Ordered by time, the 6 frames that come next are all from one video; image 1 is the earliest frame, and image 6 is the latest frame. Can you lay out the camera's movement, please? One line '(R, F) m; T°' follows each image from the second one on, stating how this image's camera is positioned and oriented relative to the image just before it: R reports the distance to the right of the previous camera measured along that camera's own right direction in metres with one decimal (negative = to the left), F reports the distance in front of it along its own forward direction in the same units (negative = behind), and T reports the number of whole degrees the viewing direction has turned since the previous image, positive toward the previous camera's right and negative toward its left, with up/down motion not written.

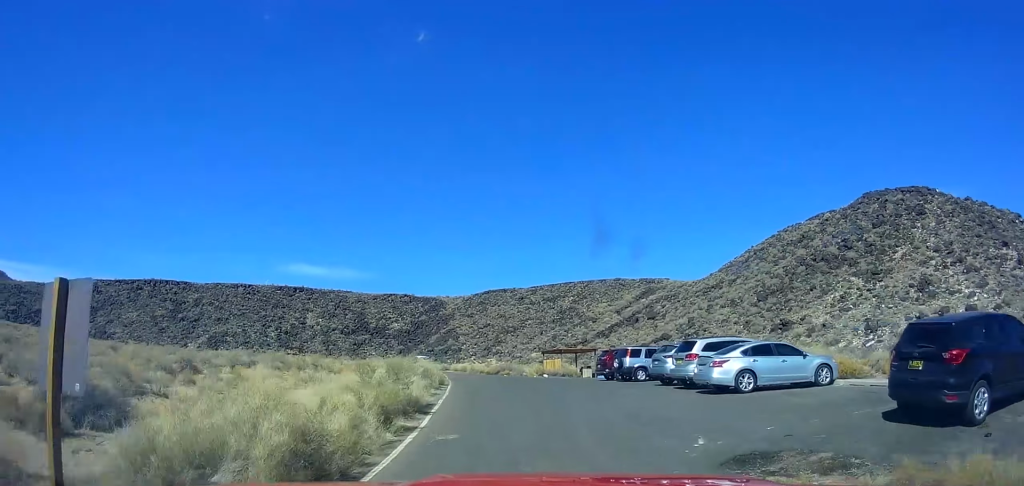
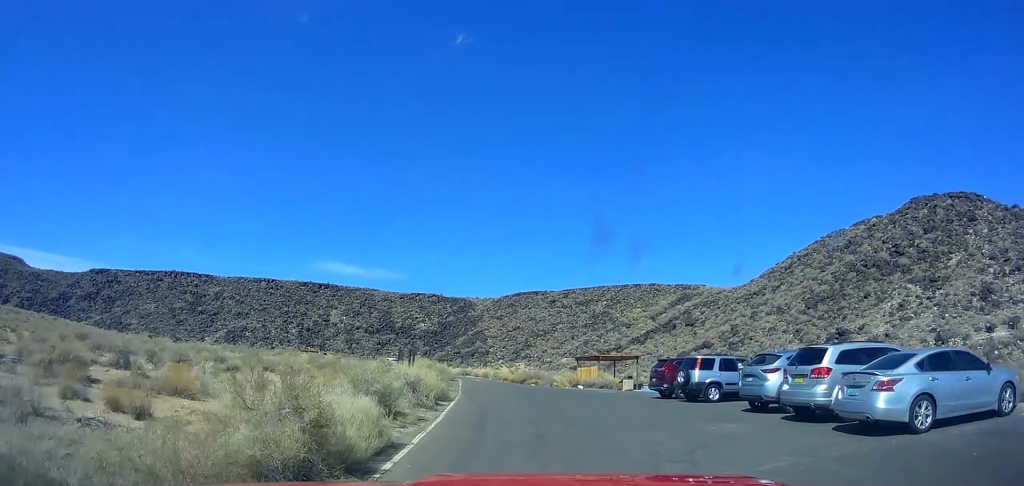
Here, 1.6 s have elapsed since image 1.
(-0.4, +7.3) m; -4°
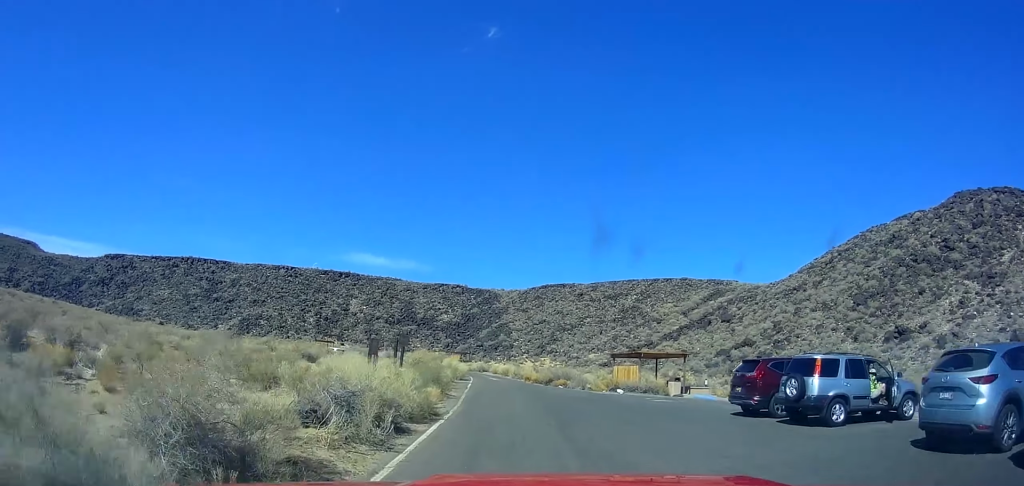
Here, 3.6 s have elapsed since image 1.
(-0.3, +7.7) m; -4°
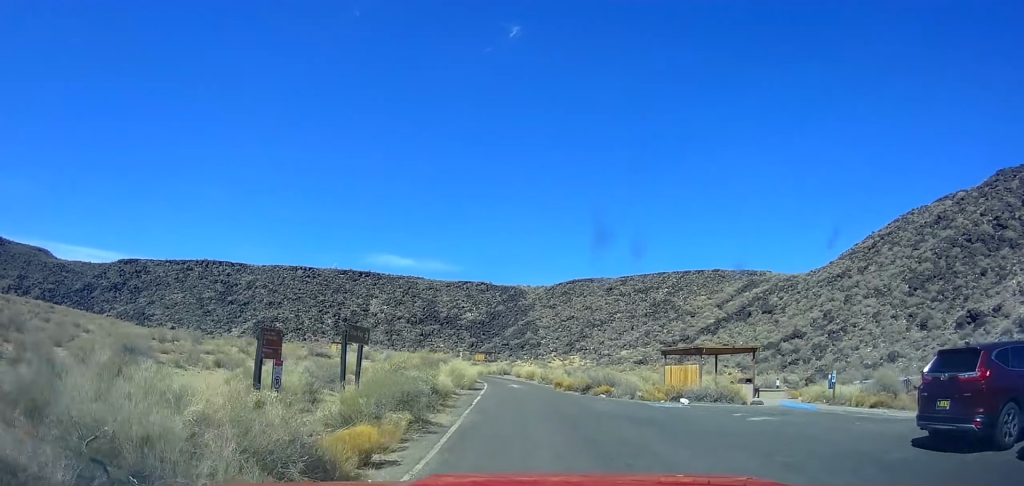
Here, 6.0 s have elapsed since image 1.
(-0.2, +8.0) m; -5°
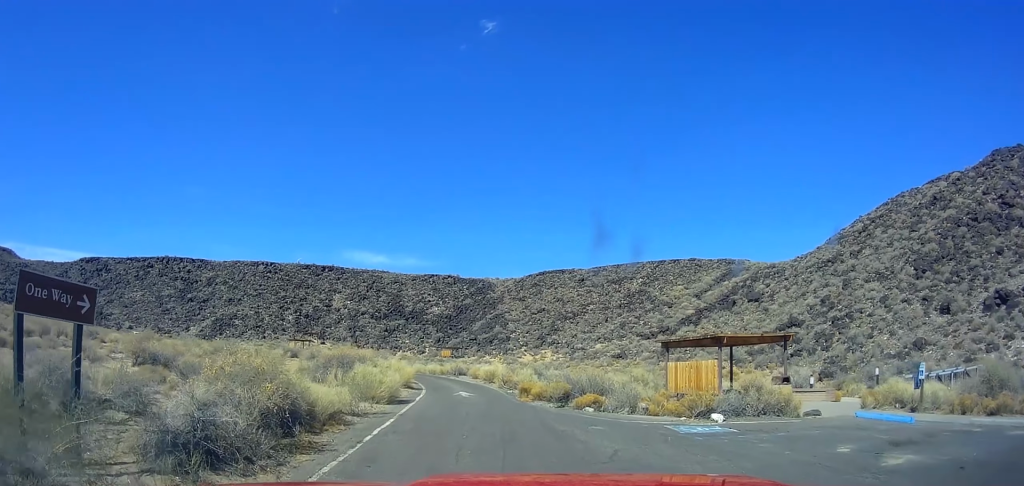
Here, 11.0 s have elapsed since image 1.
(-1.5, +14.3) m; -7°
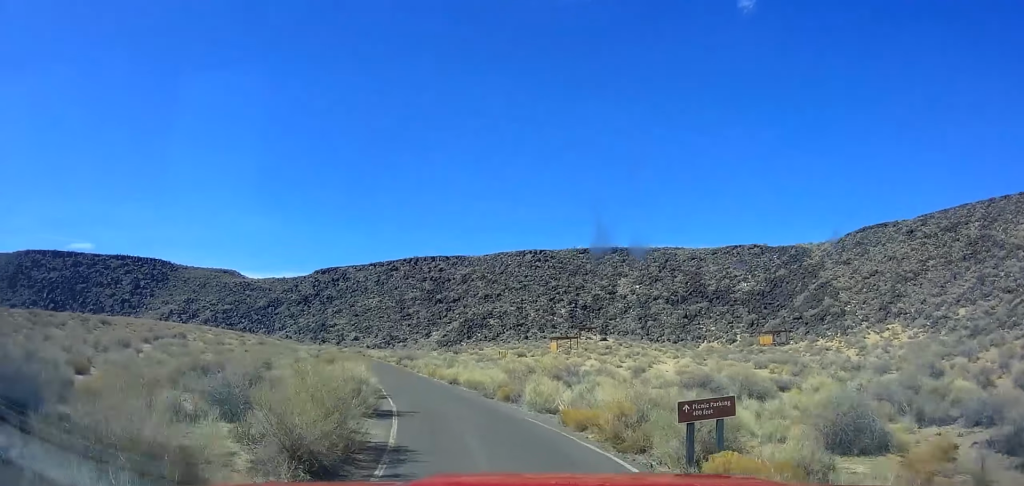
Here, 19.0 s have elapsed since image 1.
(-3.8, +32.0) m; -22°
